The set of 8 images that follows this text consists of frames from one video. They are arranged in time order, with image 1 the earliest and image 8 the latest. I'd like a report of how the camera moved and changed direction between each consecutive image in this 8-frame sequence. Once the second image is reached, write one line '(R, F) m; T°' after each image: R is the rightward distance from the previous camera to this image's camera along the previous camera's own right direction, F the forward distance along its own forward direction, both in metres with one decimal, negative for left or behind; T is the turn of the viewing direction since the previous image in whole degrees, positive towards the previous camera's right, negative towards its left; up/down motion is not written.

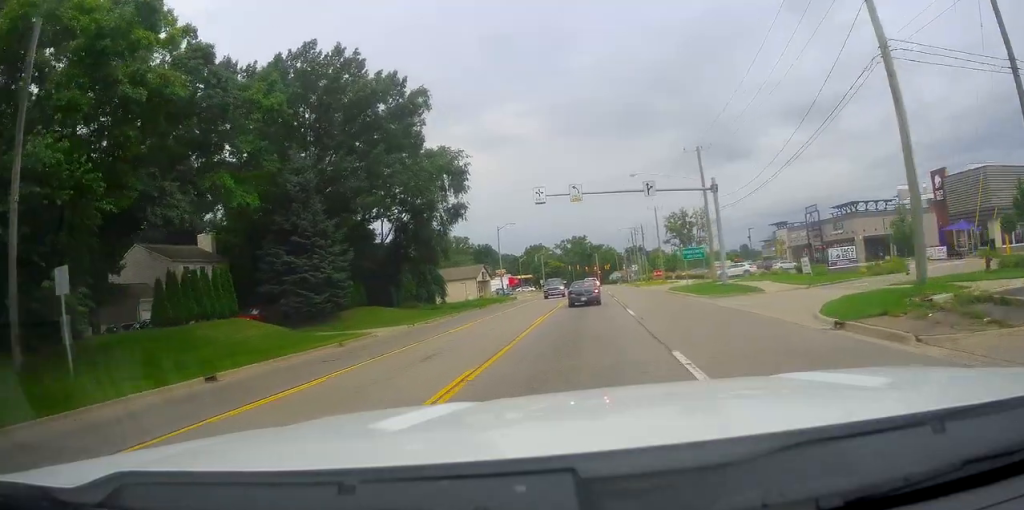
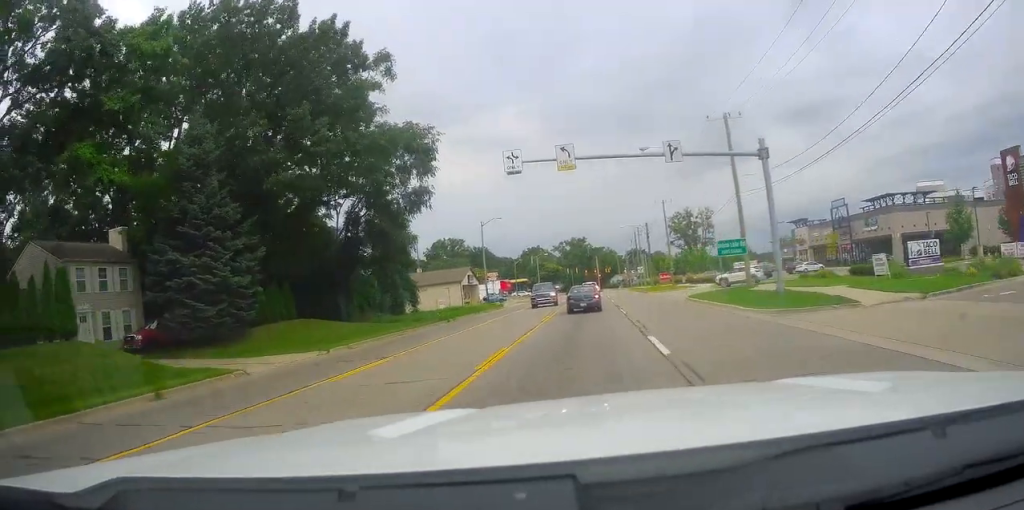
(+0.3, +10.7) m; 0°
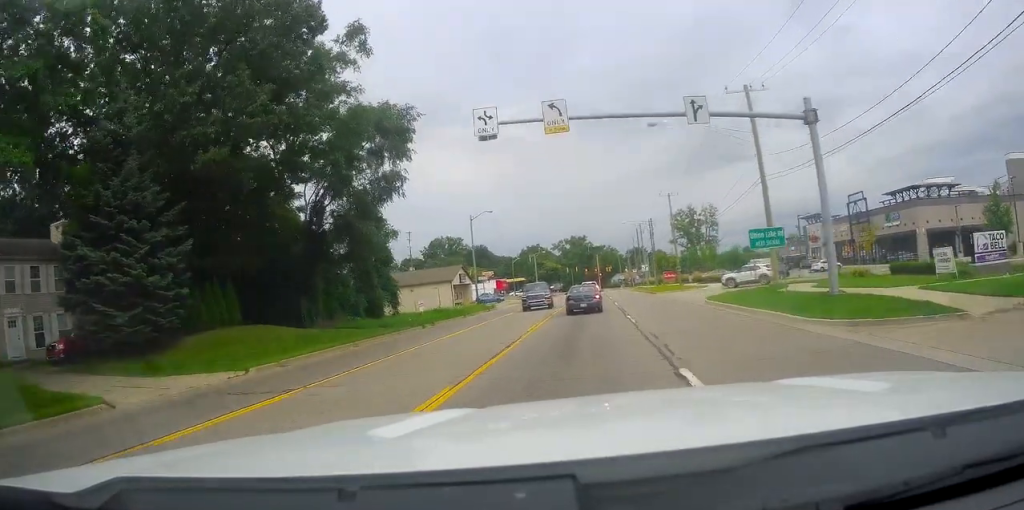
(+0.1, +6.2) m; 0°
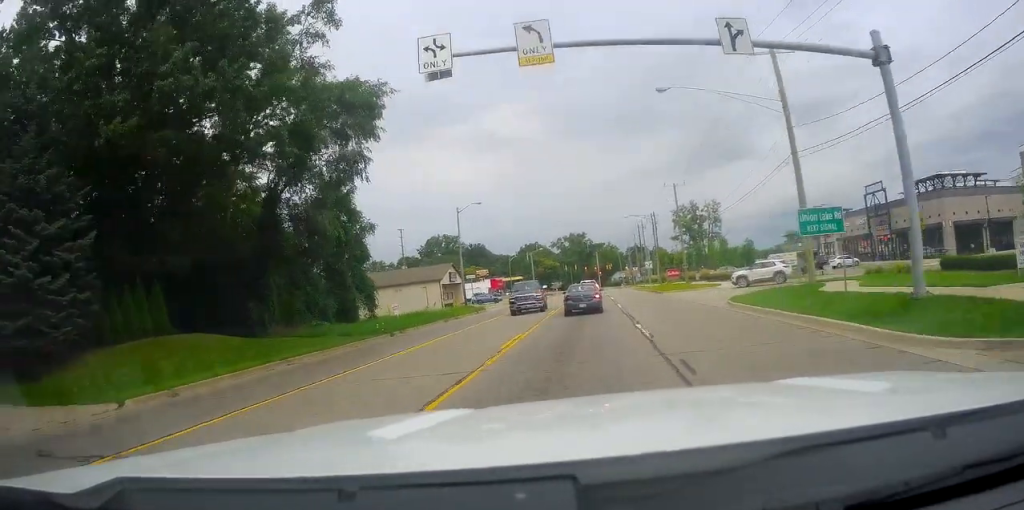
(-0.2, +6.3) m; 0°
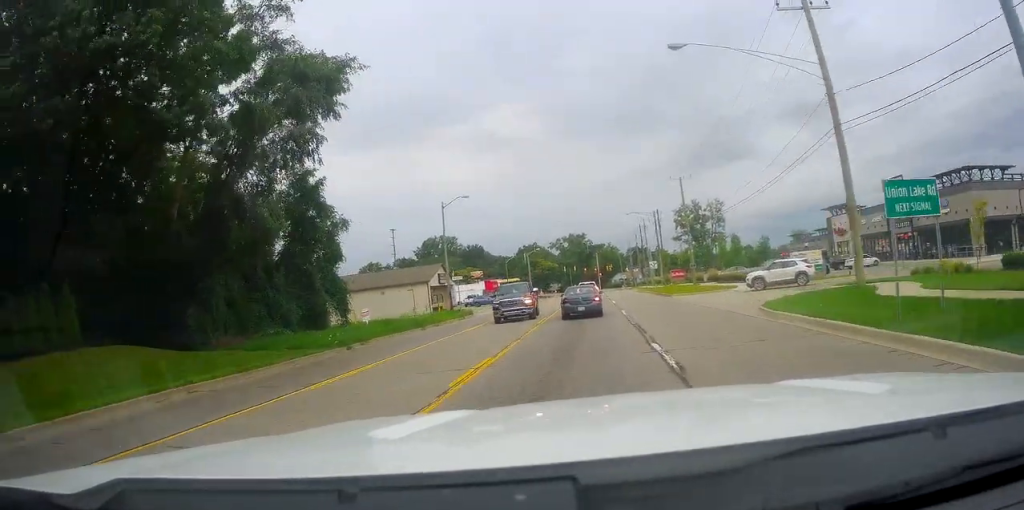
(-0.2, +6.3) m; 0°
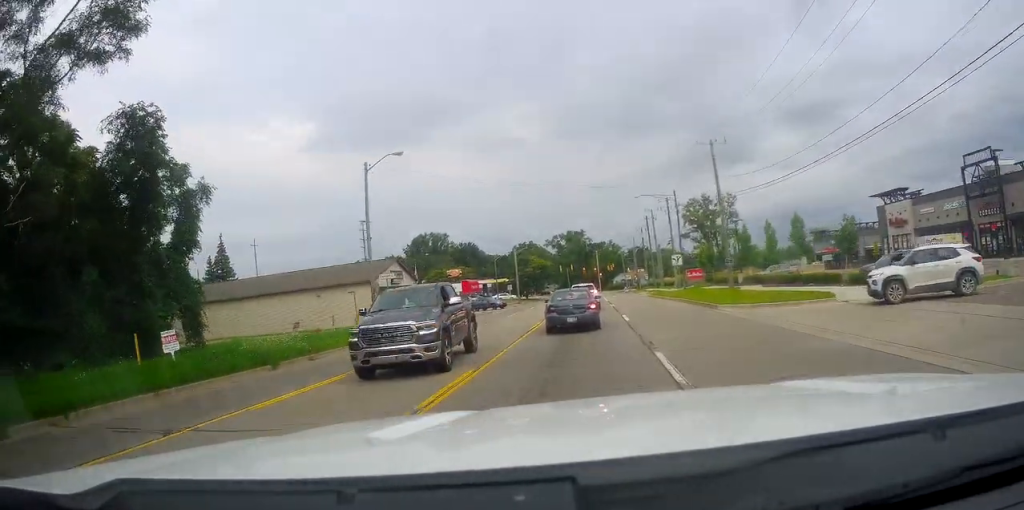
(+0.7, +19.8) m; 0°
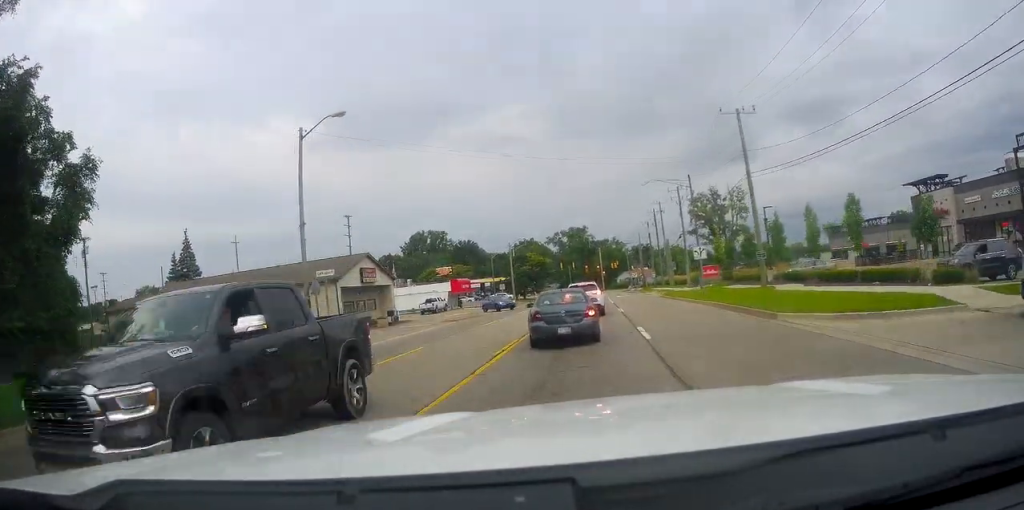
(-0.3, +9.4) m; -2°
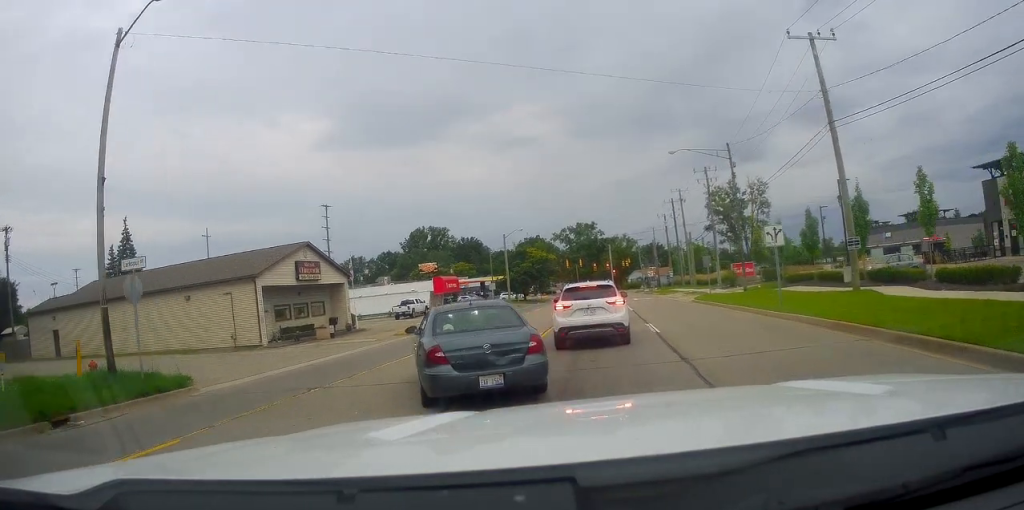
(+0.5, +14.6) m; +4°
